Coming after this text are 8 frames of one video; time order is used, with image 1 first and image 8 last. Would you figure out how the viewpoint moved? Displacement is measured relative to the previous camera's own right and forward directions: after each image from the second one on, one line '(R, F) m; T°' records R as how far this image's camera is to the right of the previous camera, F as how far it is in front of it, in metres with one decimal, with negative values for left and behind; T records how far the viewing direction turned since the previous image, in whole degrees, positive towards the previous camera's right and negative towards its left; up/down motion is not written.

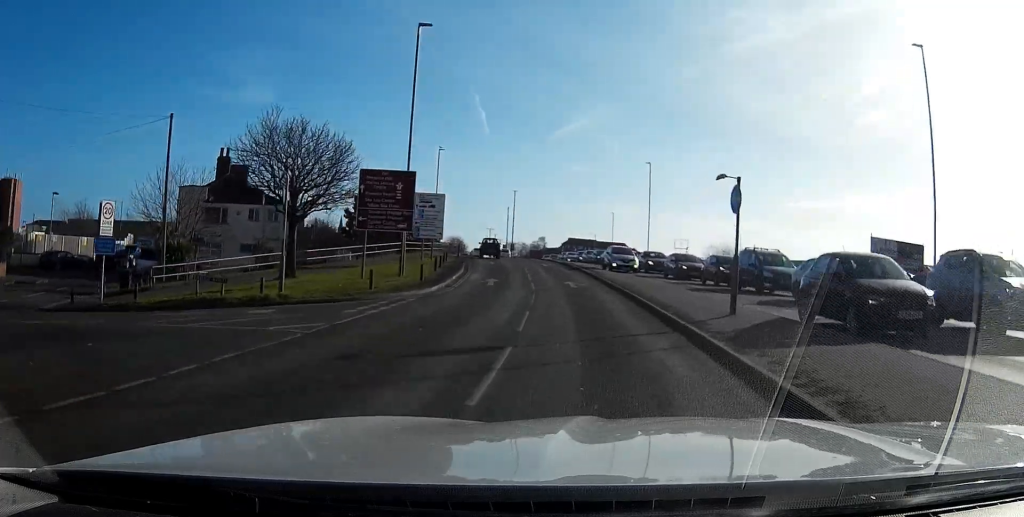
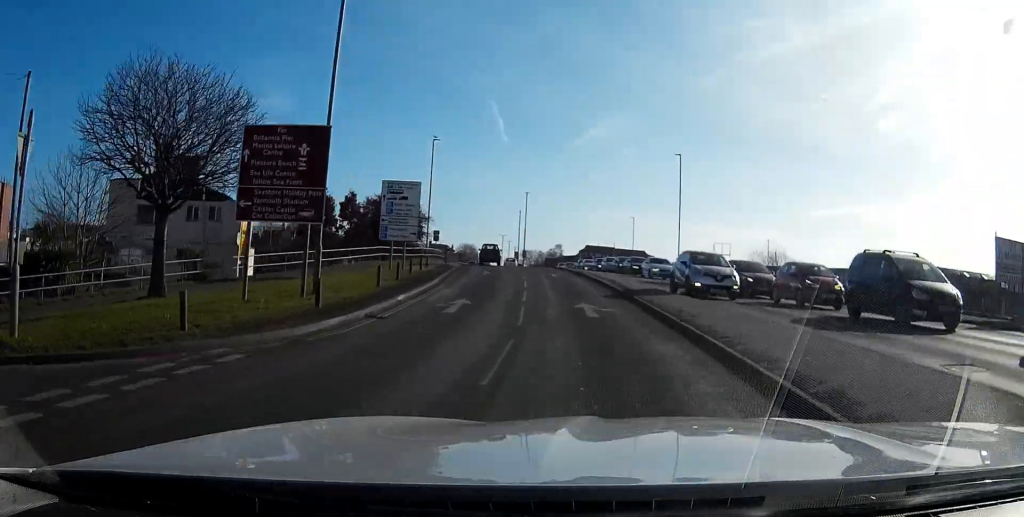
(-0.2, +11.5) m; -2°
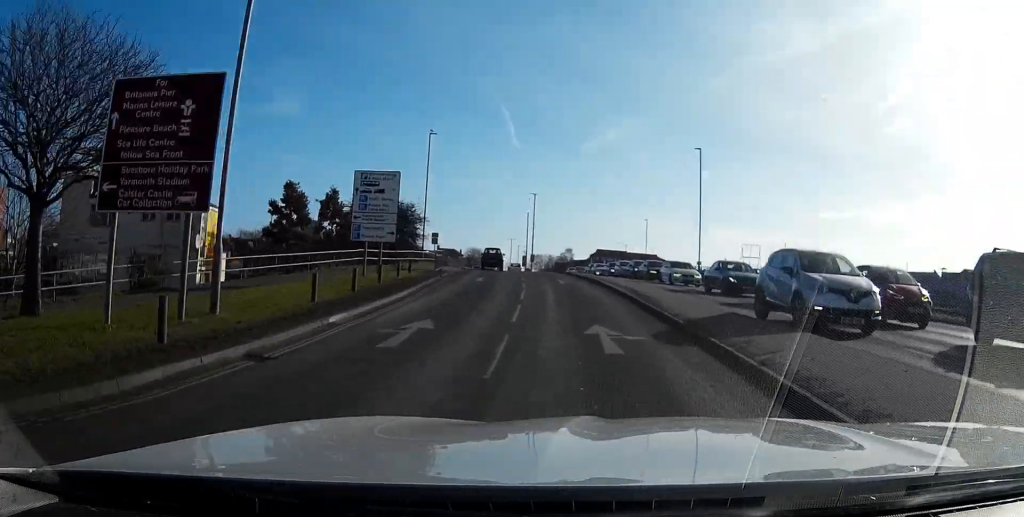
(0.0, +5.4) m; -1°
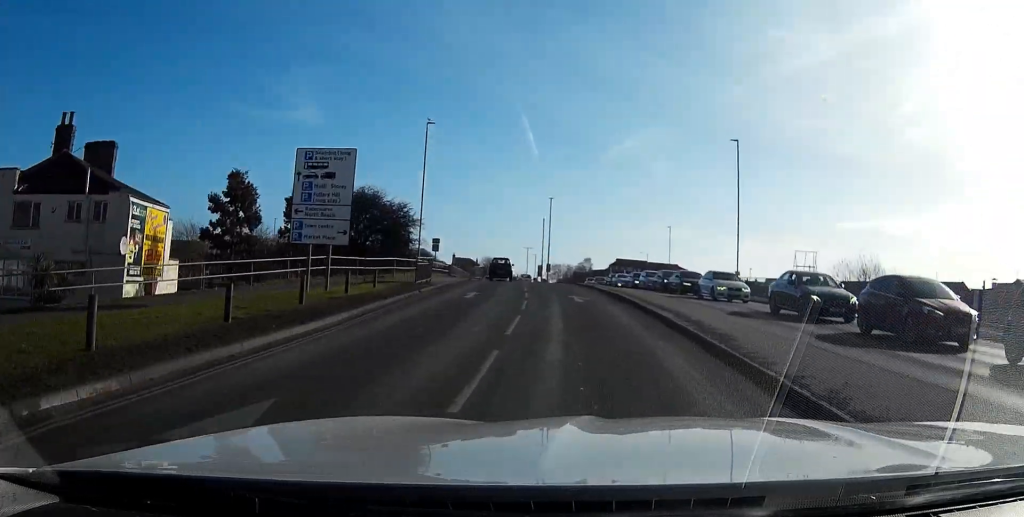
(-0.1, +8.3) m; -1°
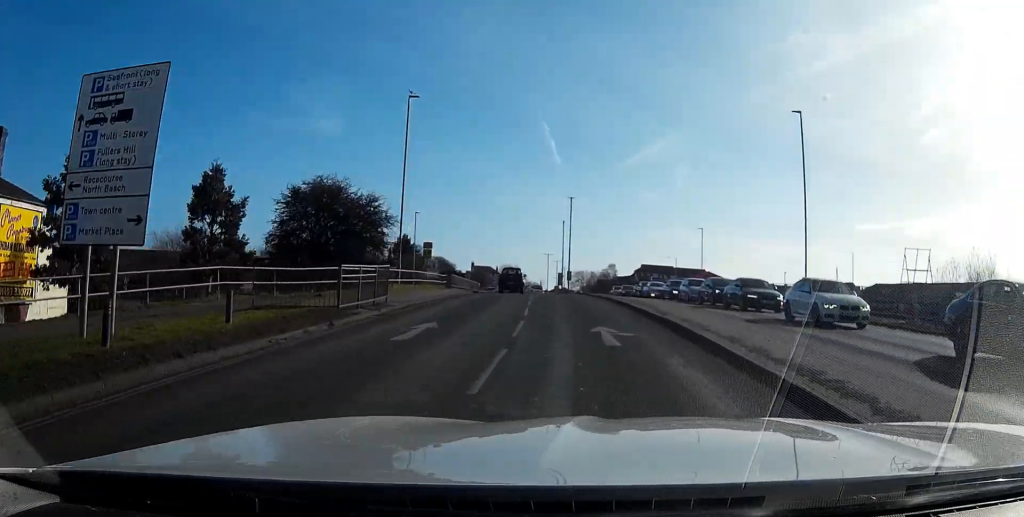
(-0.1, +10.9) m; -1°
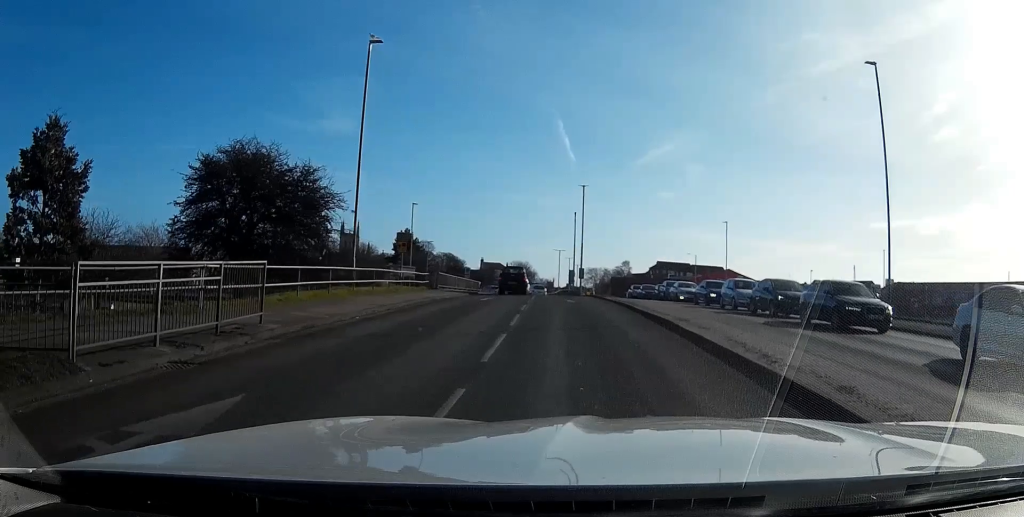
(-0.1, +10.5) m; 0°
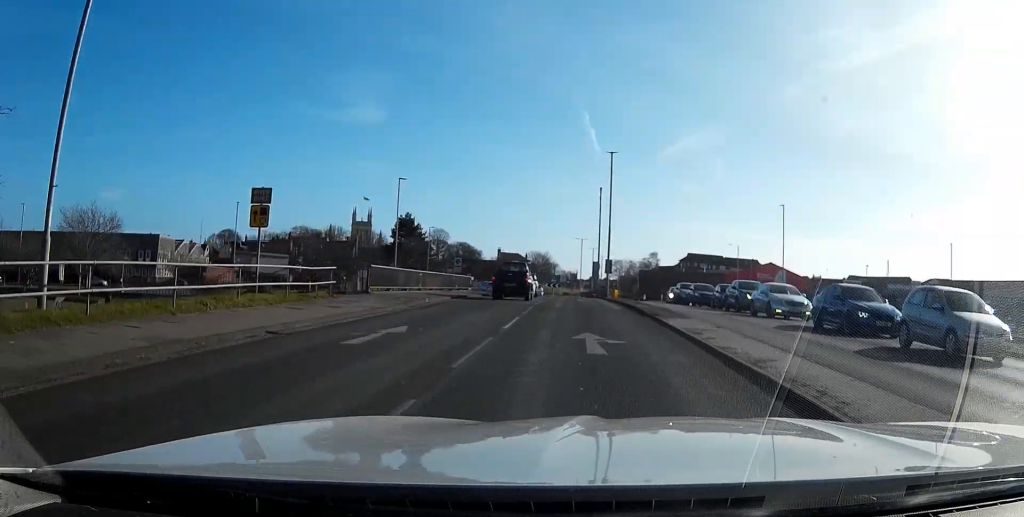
(-0.3, +19.0) m; -2°
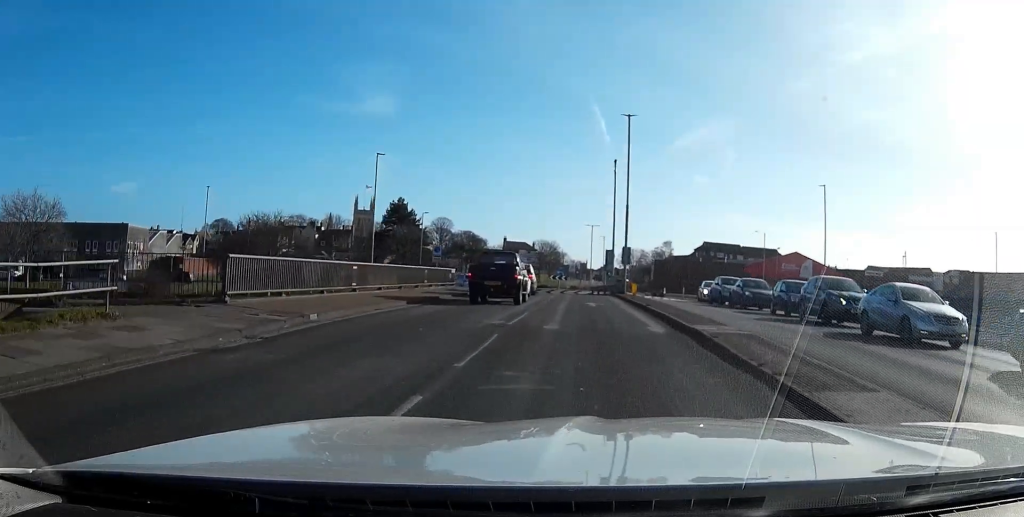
(-0.2, +12.3) m; -1°
